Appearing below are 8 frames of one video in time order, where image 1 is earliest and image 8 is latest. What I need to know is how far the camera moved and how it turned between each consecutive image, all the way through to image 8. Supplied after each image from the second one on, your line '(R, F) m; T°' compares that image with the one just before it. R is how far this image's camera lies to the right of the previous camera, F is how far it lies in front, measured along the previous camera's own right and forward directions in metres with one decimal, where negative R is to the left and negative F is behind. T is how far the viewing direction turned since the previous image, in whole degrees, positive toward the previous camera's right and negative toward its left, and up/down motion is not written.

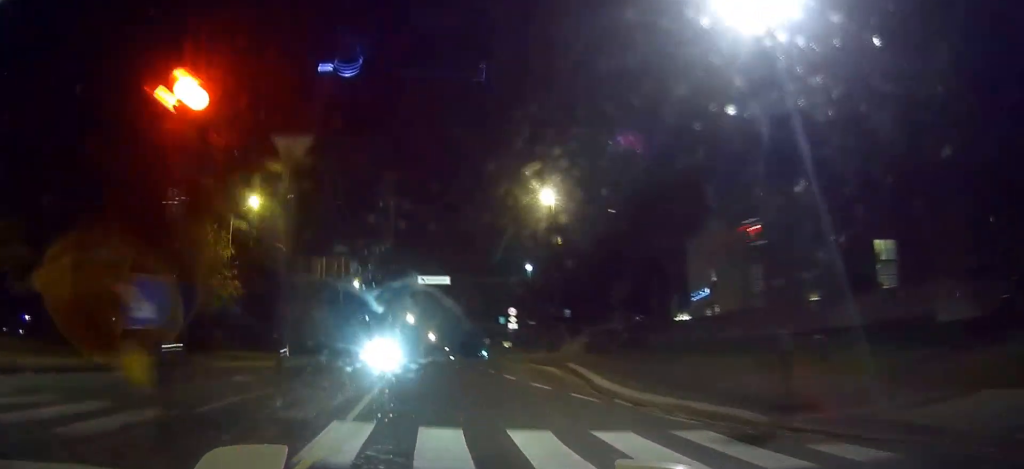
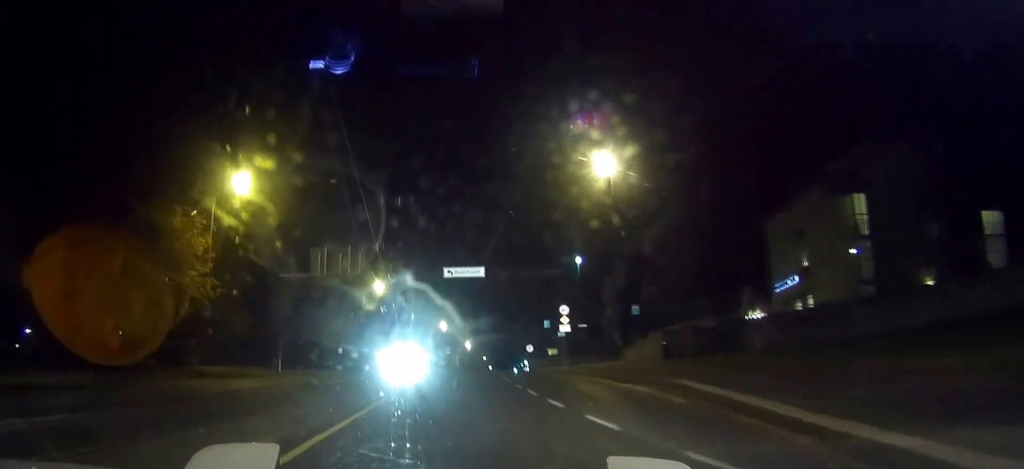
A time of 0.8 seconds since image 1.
(-0.3, +12.4) m; -5°
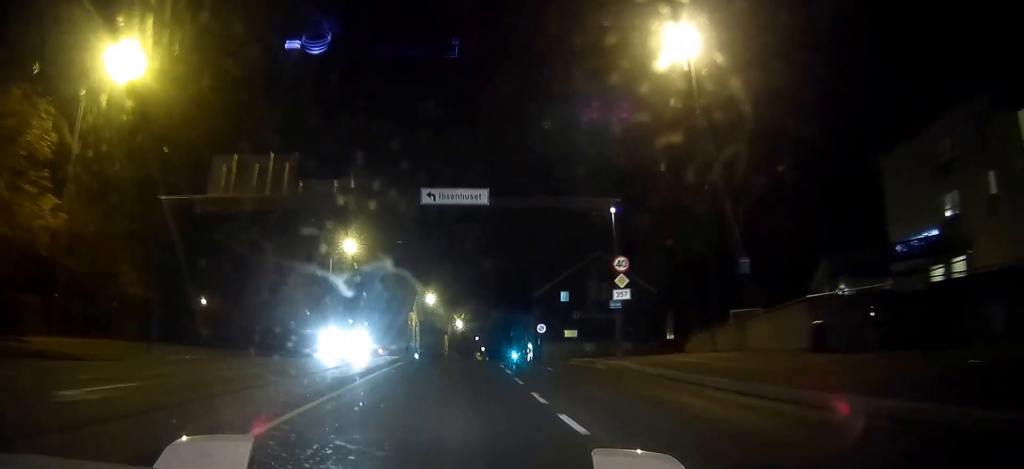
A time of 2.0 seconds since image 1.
(-0.9, +18.0) m; -1°
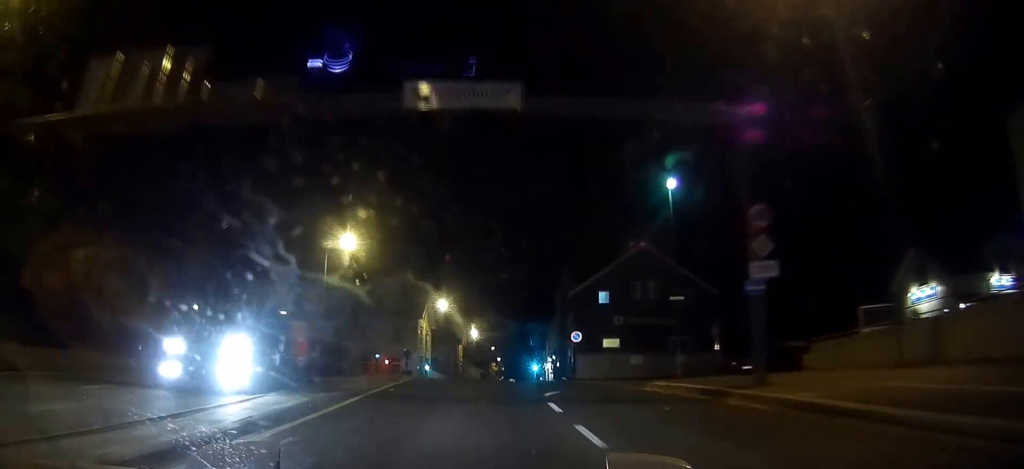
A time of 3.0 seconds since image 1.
(+0.4, +13.6) m; +2°
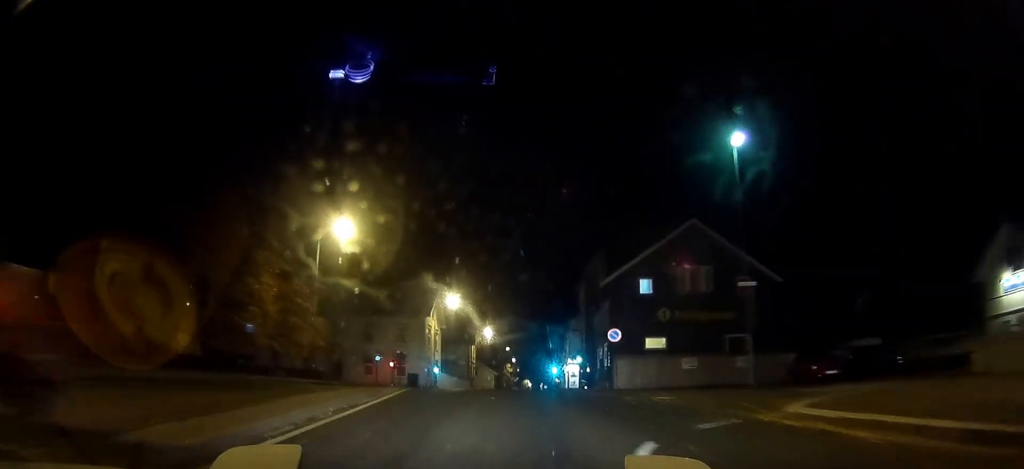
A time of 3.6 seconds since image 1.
(0.0, +9.3) m; +2°
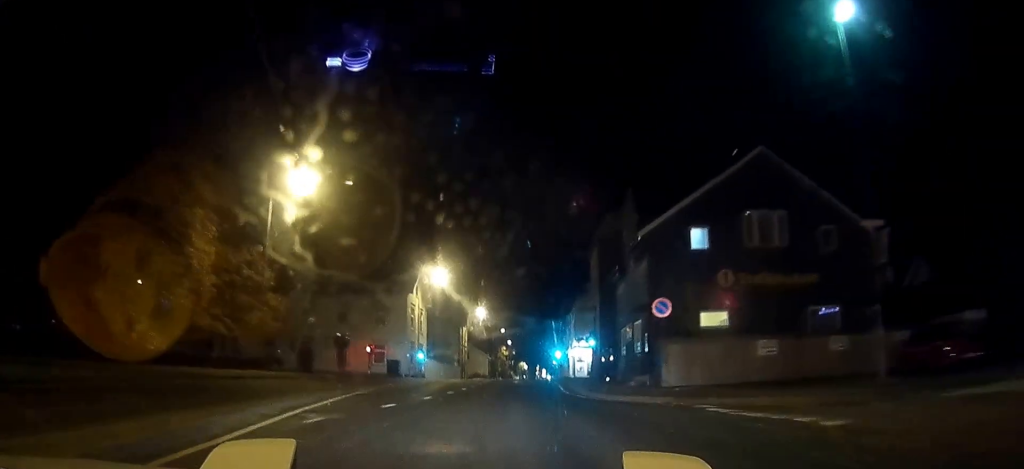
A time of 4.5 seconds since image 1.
(+0.4, +11.3) m; +2°
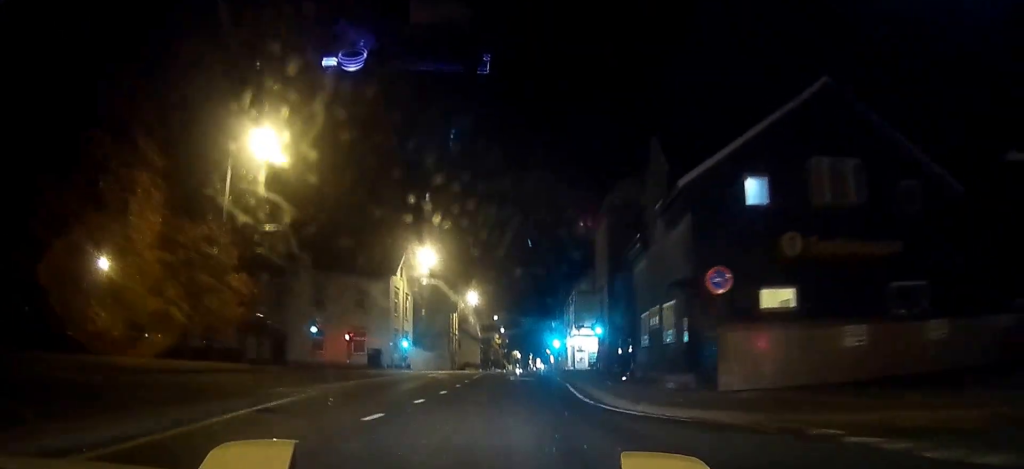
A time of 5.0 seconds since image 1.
(+0.2, +7.1) m; +1°
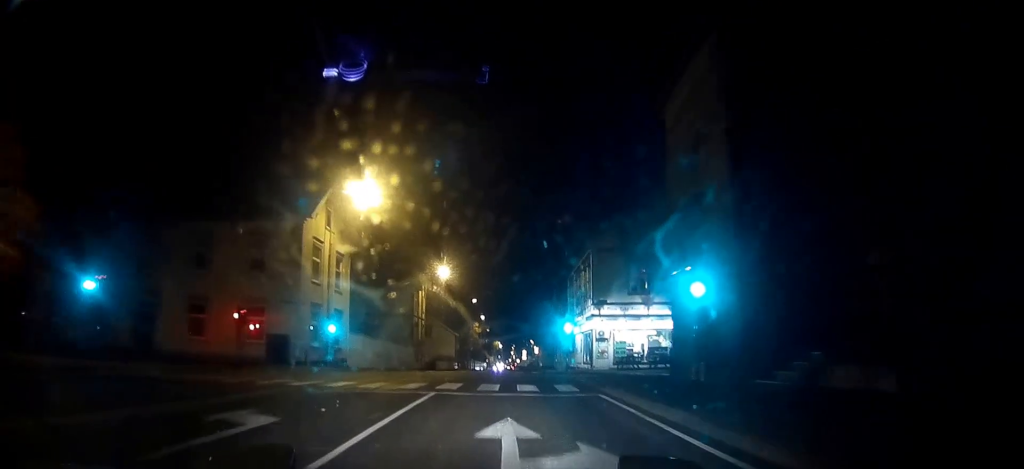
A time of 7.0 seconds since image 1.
(-0.1, +25.5) m; 0°
